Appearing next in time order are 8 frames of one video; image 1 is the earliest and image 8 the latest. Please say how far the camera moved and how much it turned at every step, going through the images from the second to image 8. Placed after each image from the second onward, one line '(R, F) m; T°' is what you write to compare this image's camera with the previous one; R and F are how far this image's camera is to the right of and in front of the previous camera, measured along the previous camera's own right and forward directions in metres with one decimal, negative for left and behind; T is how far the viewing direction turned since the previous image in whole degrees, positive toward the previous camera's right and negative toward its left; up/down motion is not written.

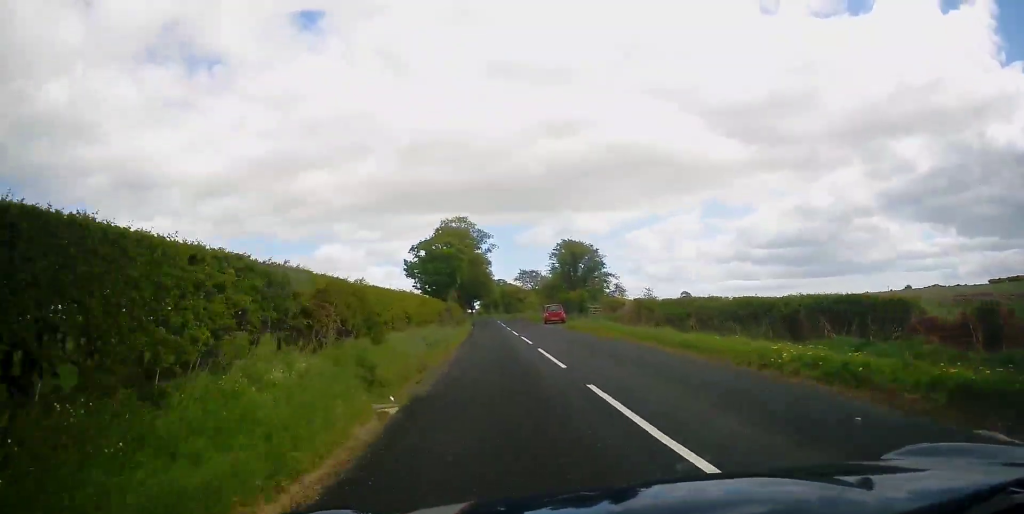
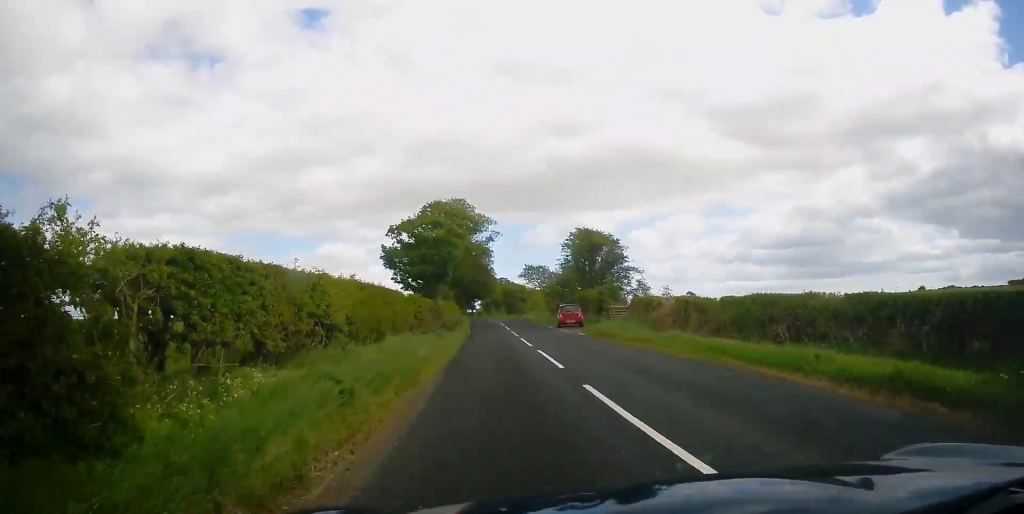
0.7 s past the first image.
(-0.2, +8.8) m; -1°
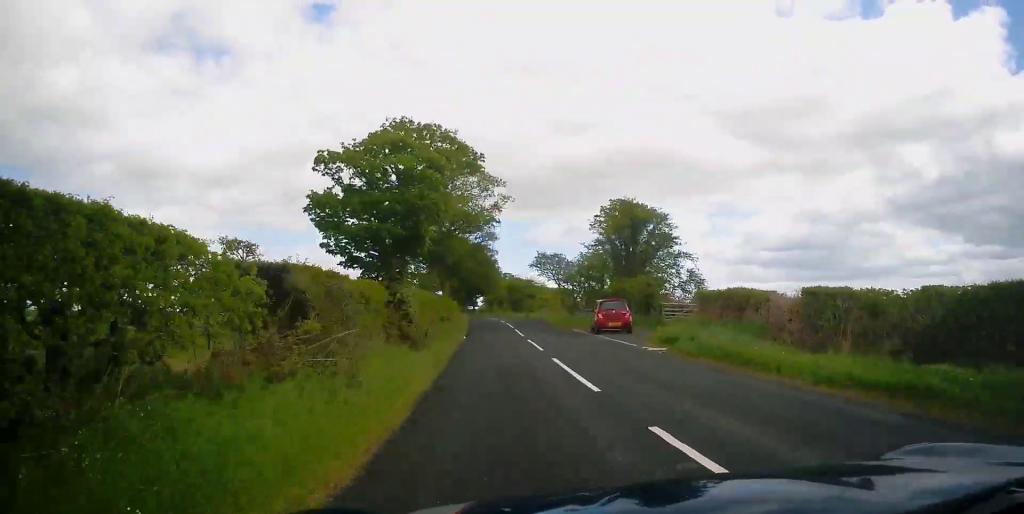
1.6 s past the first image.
(0.0, +12.3) m; 0°
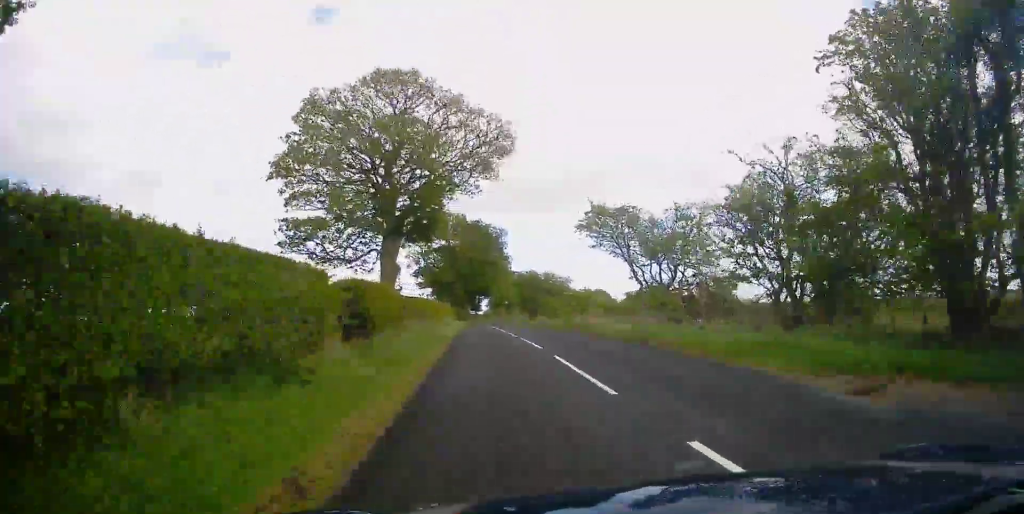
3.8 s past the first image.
(+0.3, +27.4) m; +1°
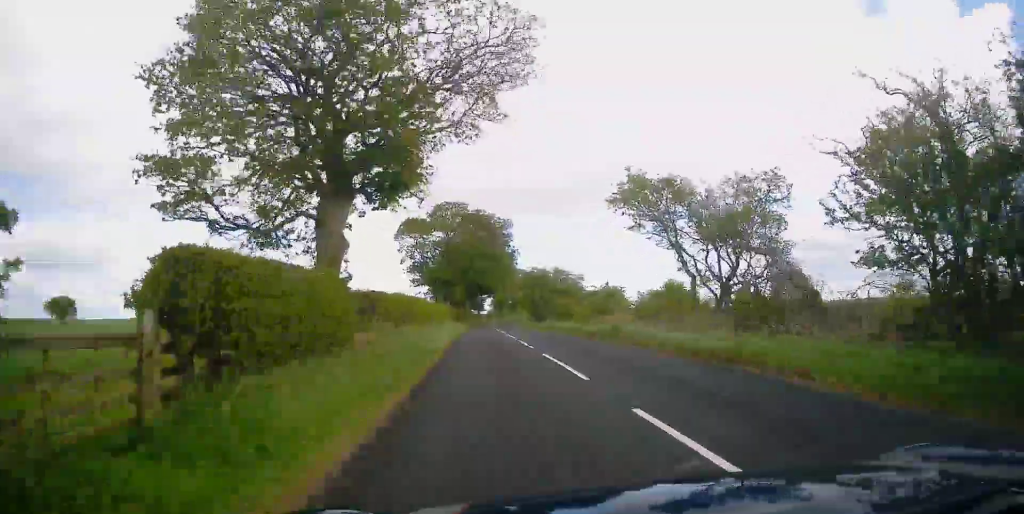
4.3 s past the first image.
(+0.1, +7.2) m; -1°
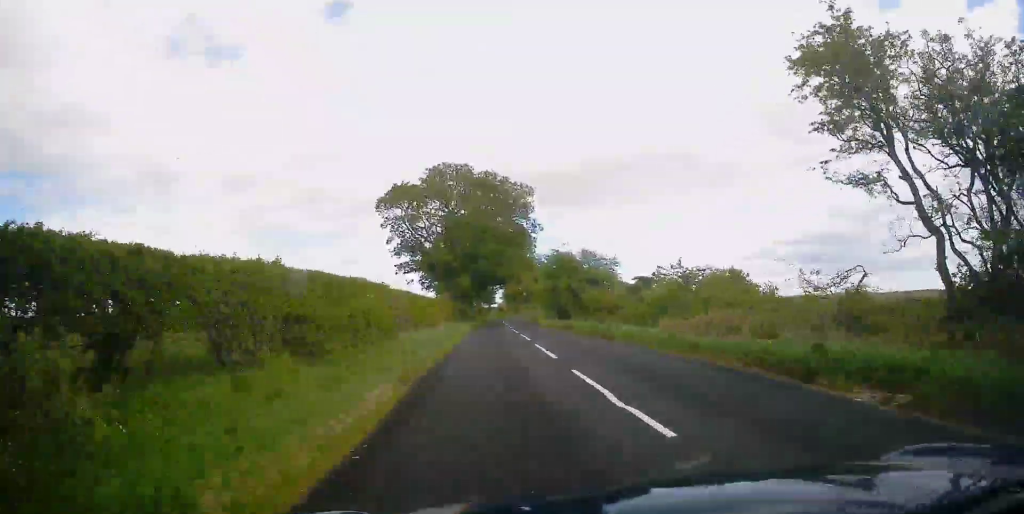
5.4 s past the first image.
(-0.4, +13.3) m; -2°
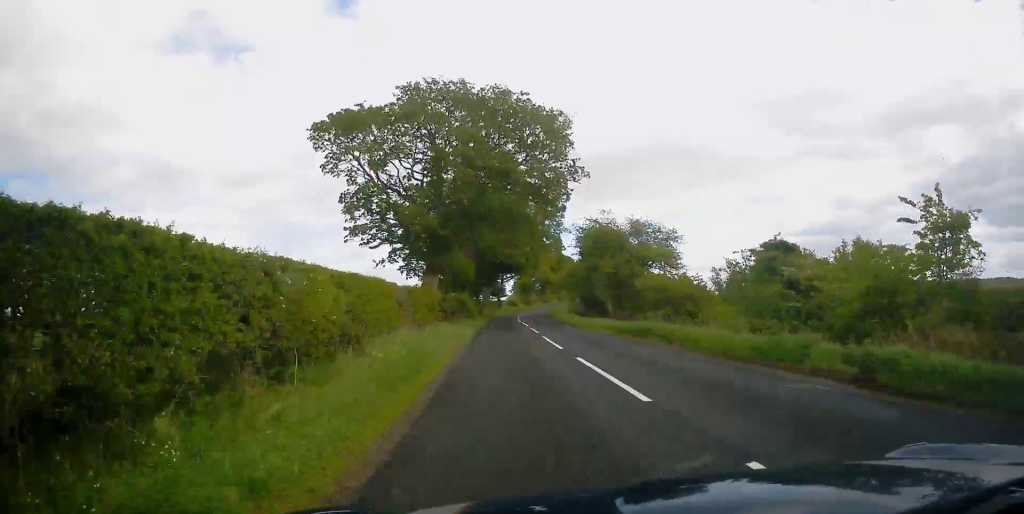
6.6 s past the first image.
(+0.2, +15.9) m; +1°
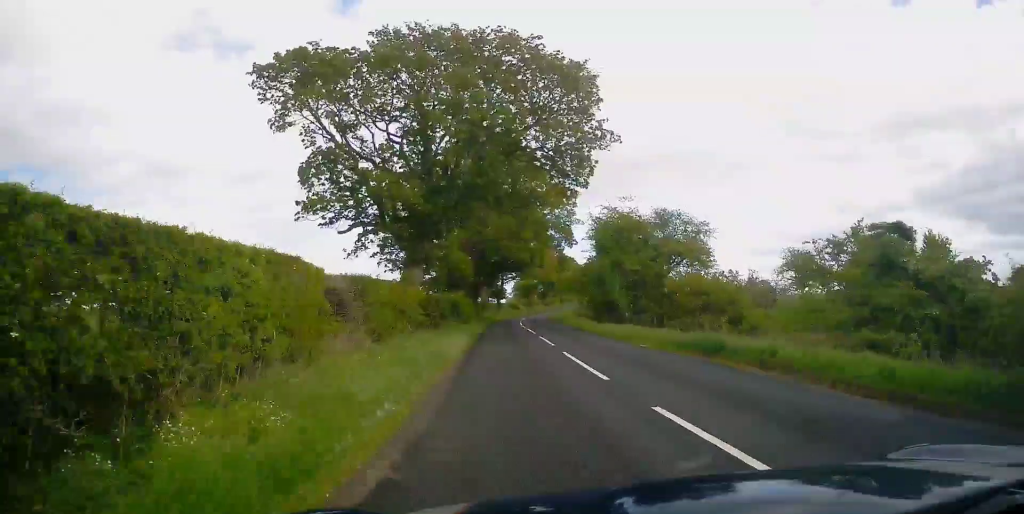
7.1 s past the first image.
(+0.3, +6.2) m; 0°
